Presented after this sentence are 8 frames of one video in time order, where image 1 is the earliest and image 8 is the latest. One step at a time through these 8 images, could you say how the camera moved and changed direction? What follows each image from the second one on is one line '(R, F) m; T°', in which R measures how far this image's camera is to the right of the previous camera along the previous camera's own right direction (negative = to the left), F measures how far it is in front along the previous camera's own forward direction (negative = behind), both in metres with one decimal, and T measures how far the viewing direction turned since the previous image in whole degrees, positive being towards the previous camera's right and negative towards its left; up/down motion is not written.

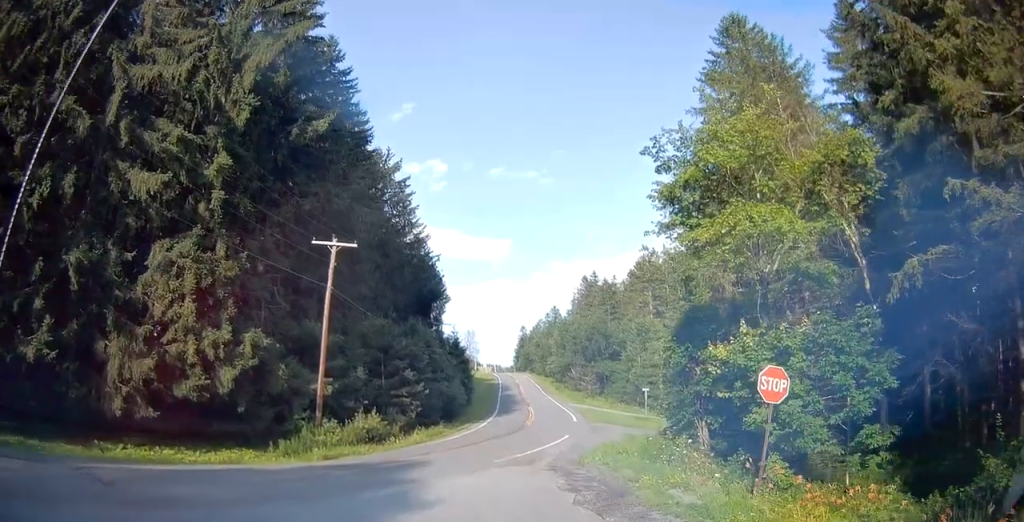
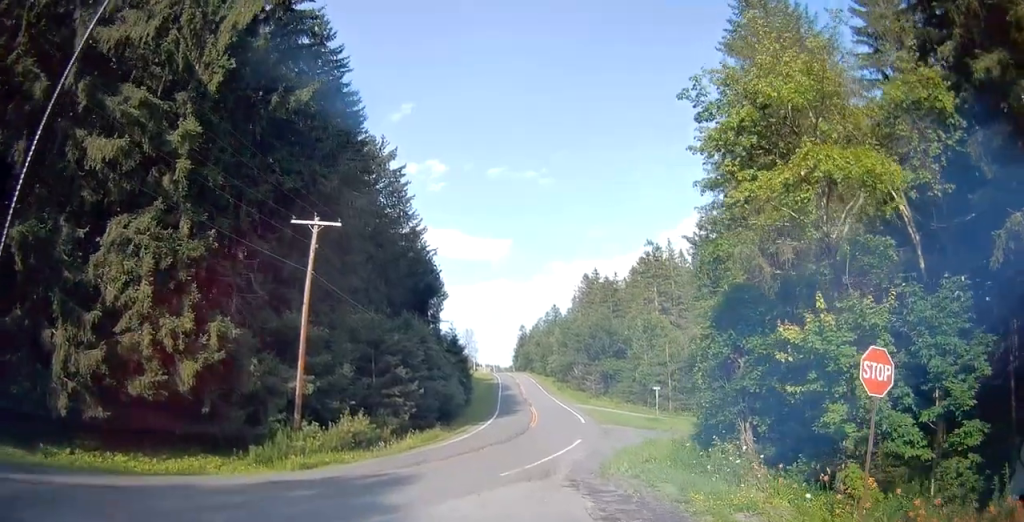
(-0.1, +3.1) m; 0°
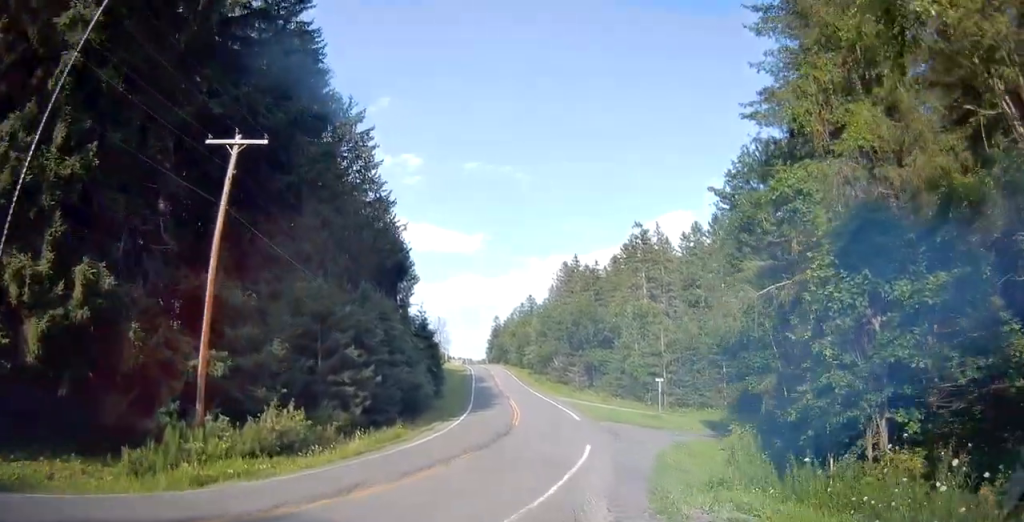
(0.0, +6.3) m; +1°
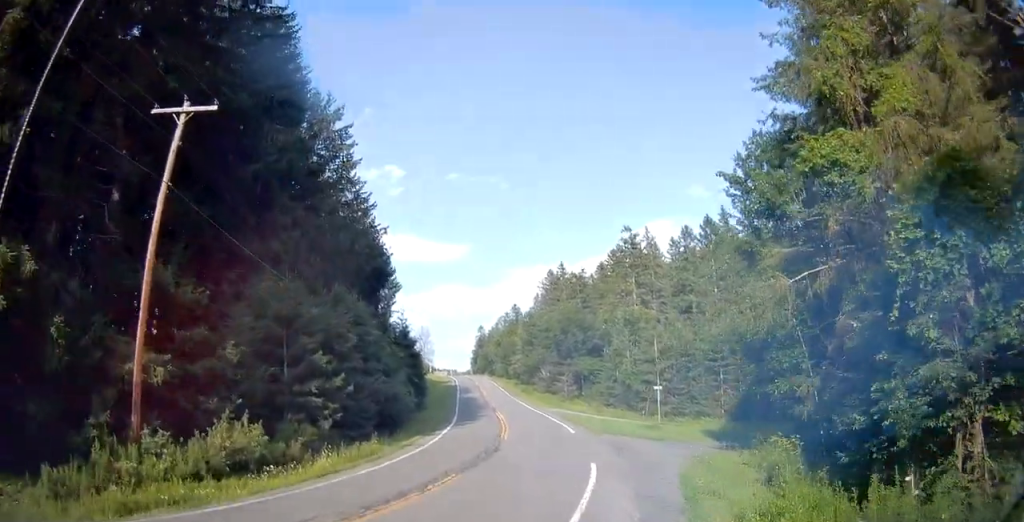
(-0.1, +2.6) m; +1°
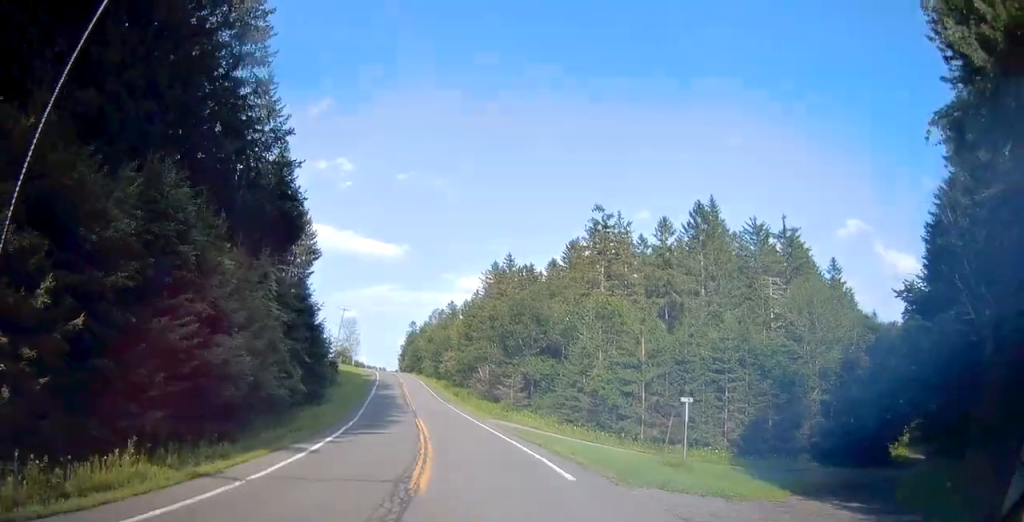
(+0.2, +16.6) m; +3°
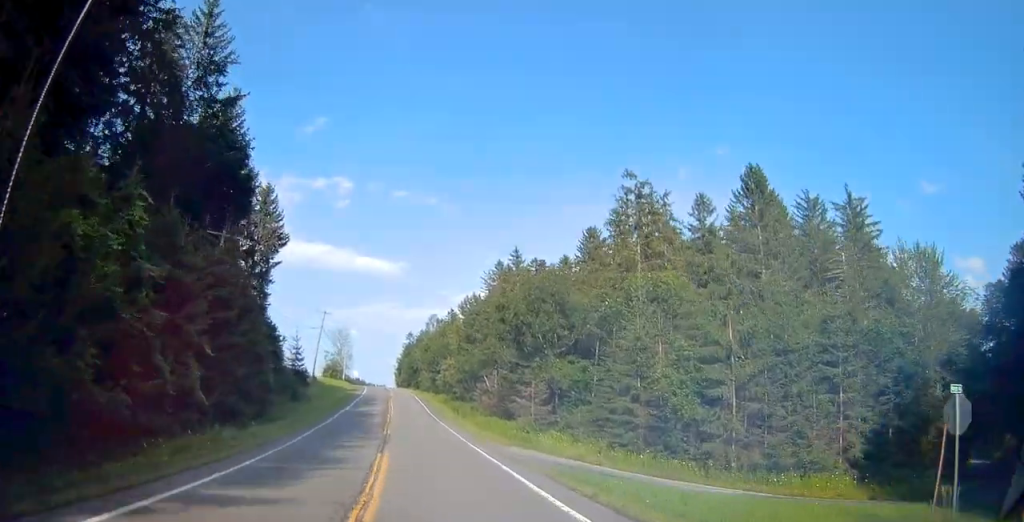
(+0.6, +16.0) m; +1°
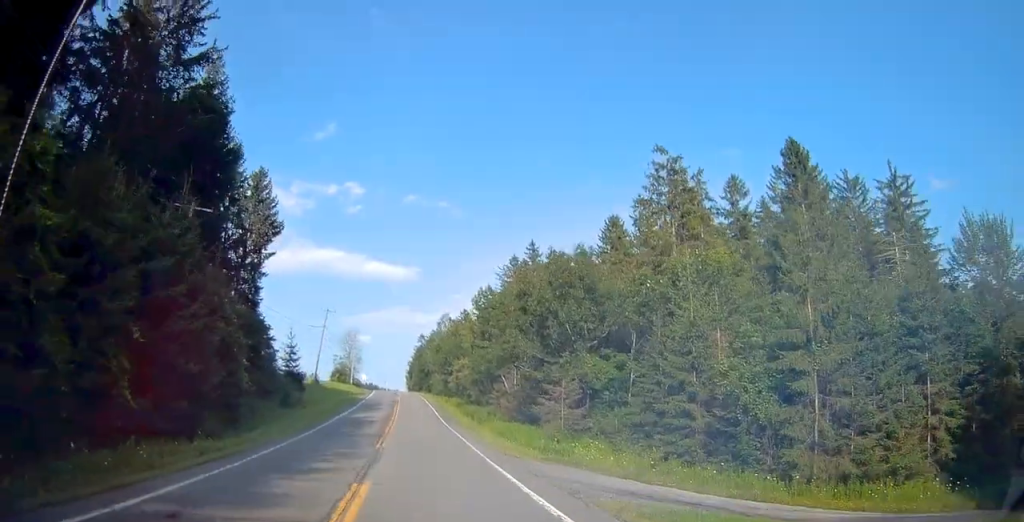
(-0.1, +7.0) m; -1°
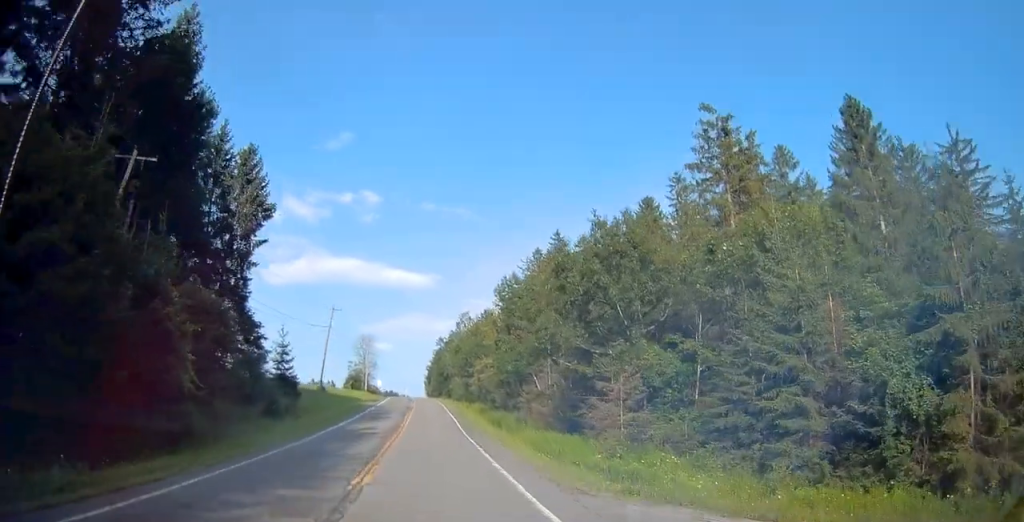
(-0.1, +8.9) m; -1°
